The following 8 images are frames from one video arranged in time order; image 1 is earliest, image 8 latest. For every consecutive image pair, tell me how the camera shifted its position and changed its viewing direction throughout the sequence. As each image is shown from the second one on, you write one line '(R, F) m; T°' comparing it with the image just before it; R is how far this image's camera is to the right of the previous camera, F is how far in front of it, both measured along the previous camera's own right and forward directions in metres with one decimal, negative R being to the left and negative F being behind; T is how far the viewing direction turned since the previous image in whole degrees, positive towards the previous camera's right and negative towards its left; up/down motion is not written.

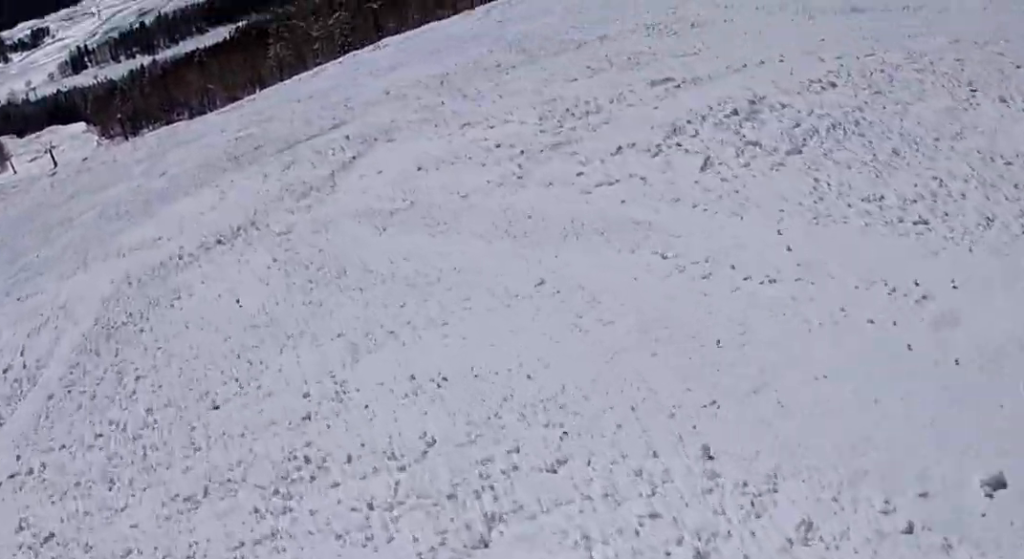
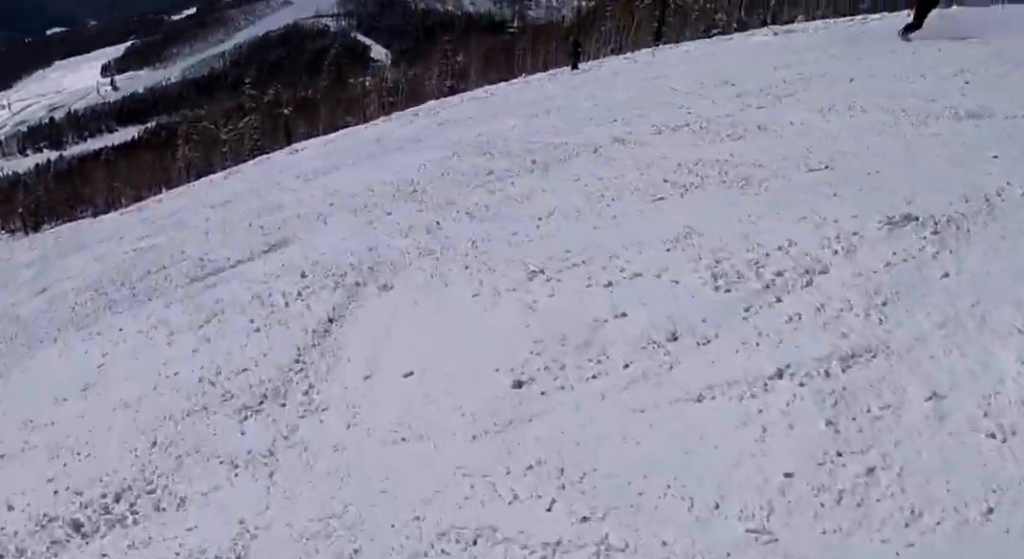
(+0.3, +2.8) m; +4°
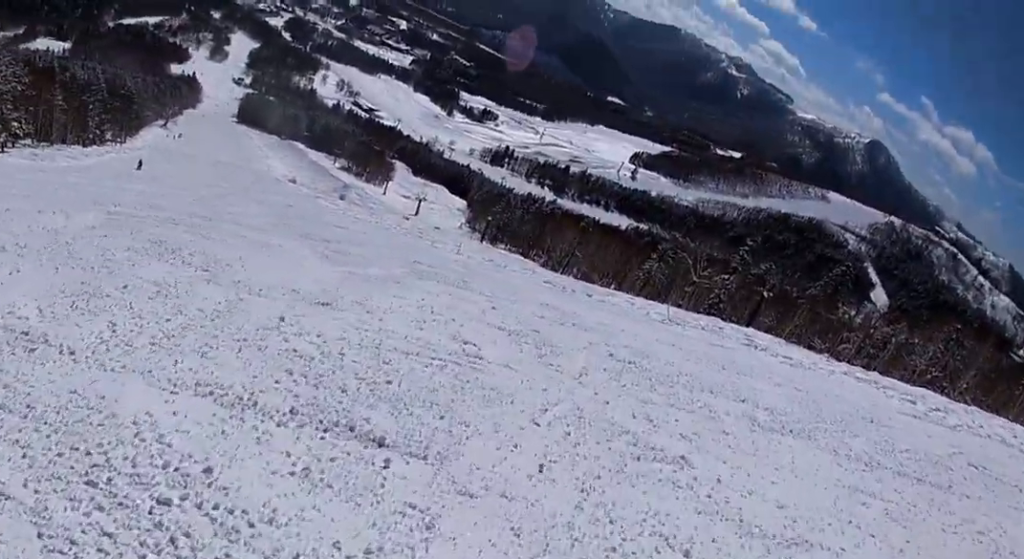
(+0.1, +5.0) m; -20°
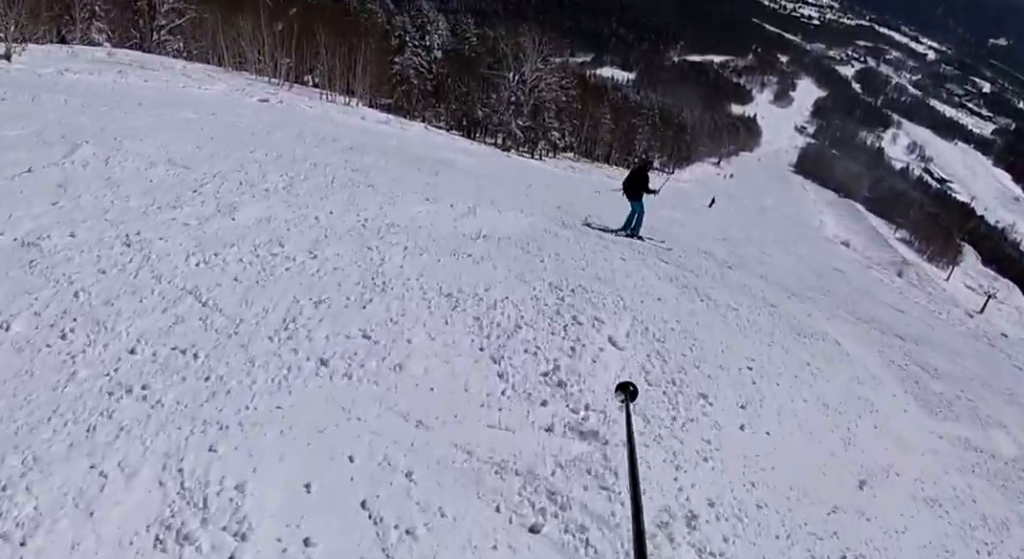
(-2.1, +6.0) m; -10°
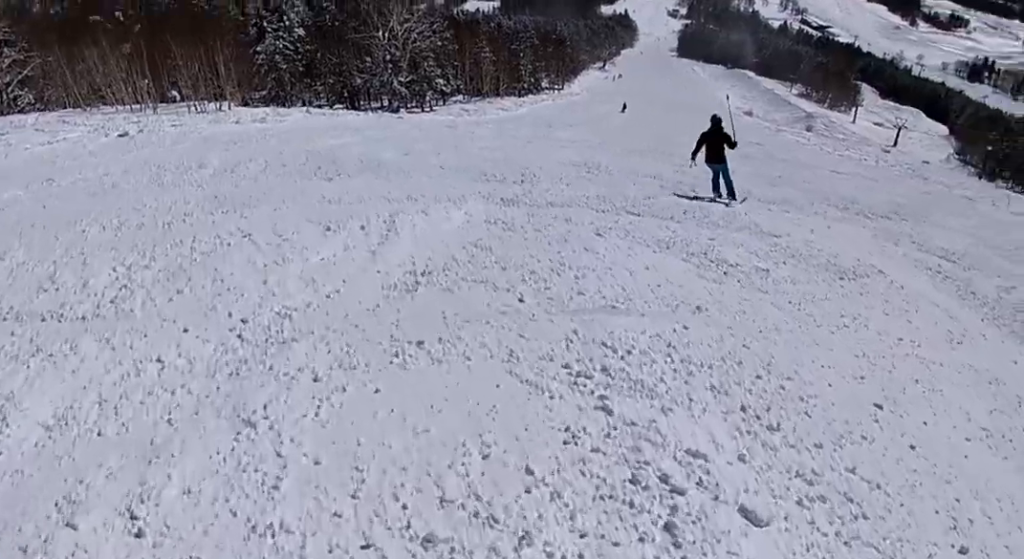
(+0.7, +2.4) m; +5°
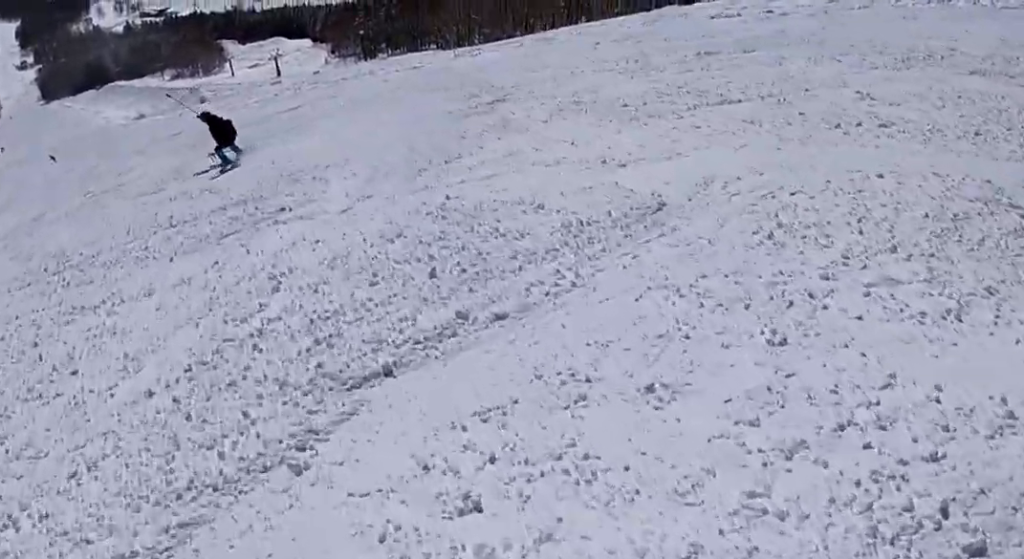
(+0.3, +6.3) m; +5°
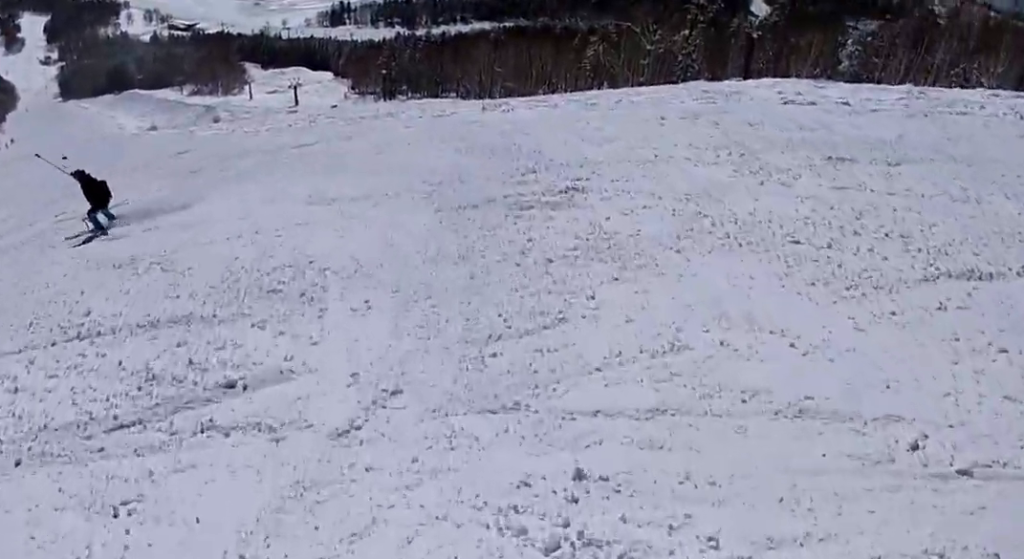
(0.0, +2.7) m; -3°
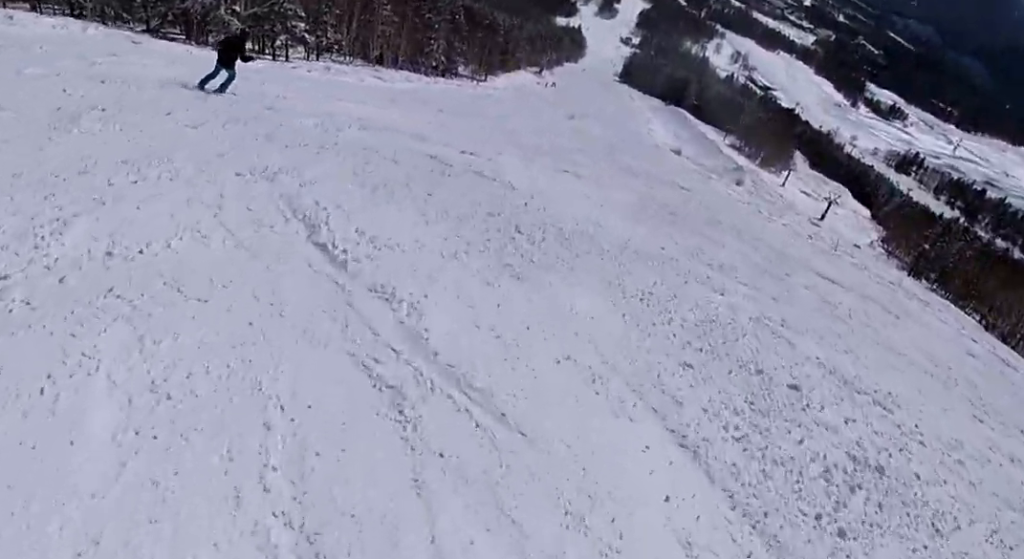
(-0.8, +7.1) m; -18°
